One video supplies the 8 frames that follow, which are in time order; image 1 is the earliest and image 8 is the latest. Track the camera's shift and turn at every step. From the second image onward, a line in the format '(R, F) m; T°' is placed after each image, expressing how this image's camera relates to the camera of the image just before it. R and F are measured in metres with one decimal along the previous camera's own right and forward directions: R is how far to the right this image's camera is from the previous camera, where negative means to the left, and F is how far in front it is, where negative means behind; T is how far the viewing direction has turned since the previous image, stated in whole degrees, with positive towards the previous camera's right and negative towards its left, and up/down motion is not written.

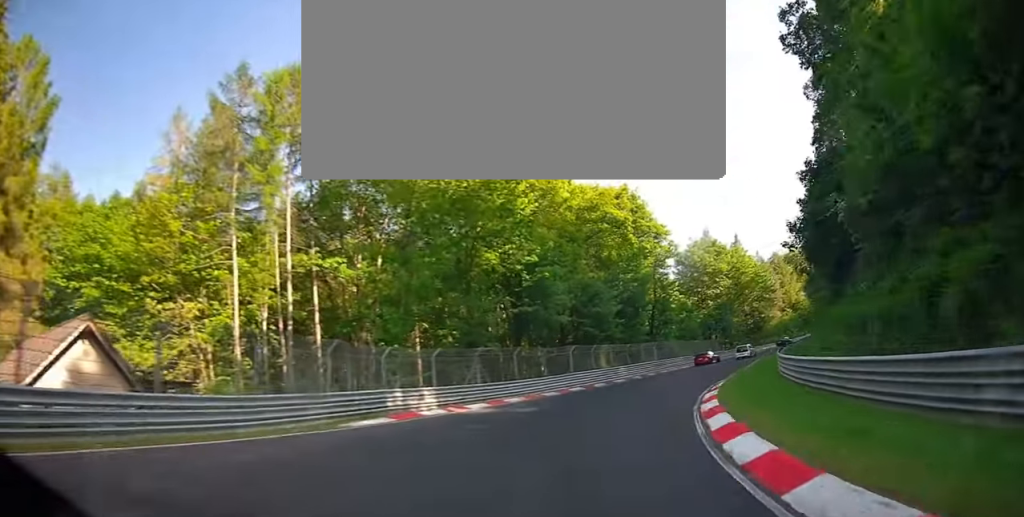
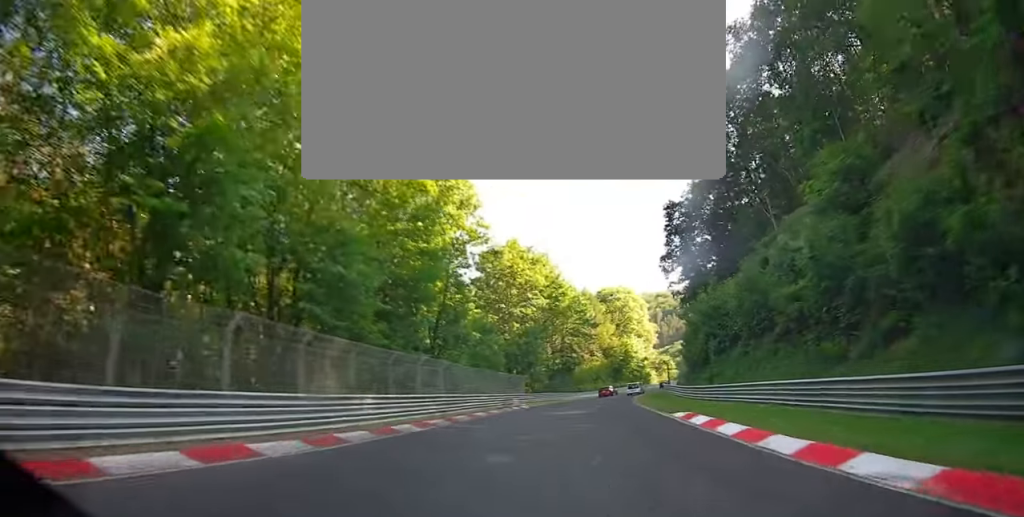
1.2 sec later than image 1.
(+5.5, +25.6) m; +22°
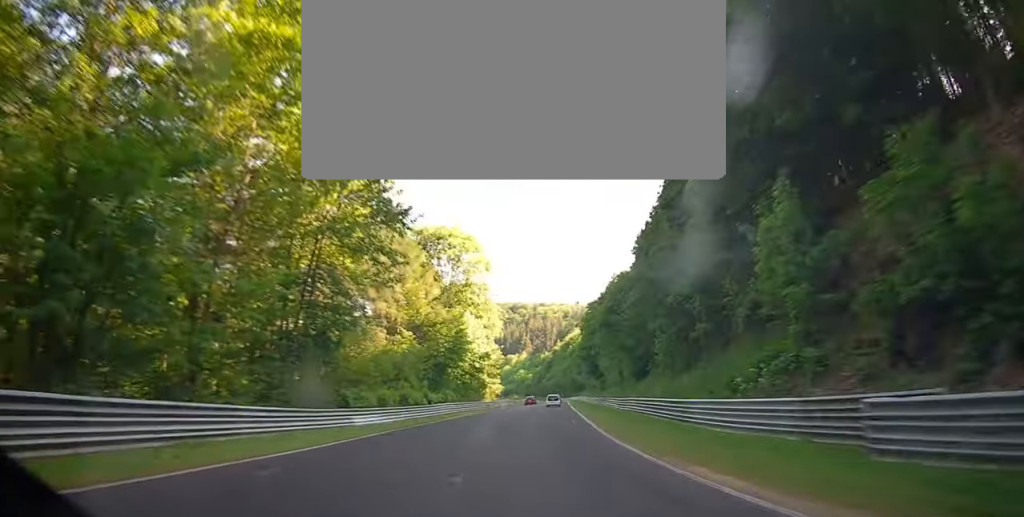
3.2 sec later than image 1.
(+11.5, +48.9) m; +21°
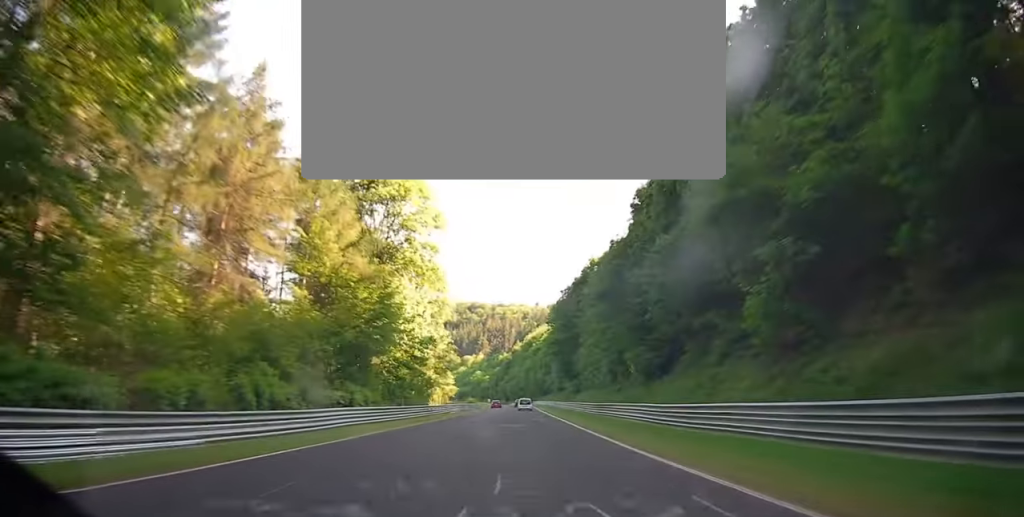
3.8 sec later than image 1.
(+0.9, +20.8) m; +3°
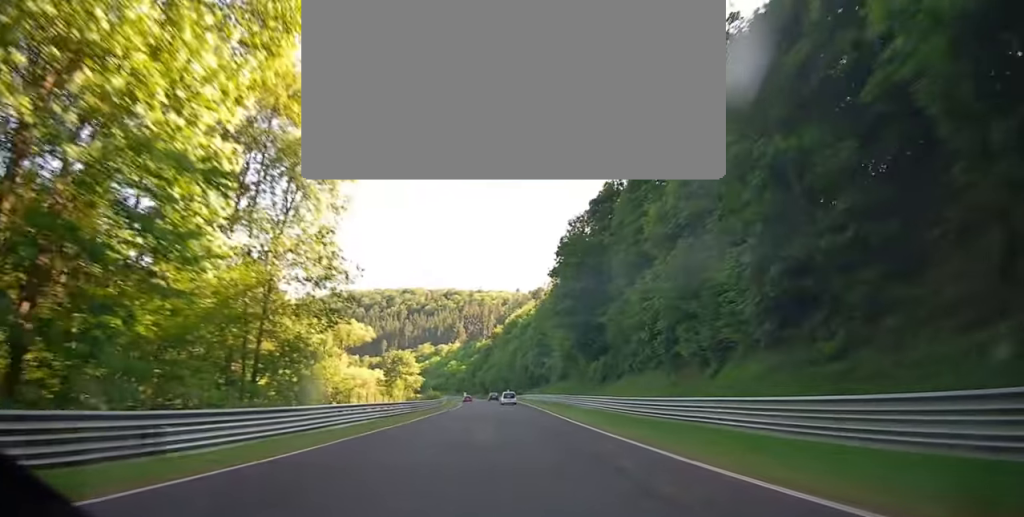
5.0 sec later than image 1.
(+1.3, +40.6) m; +2°
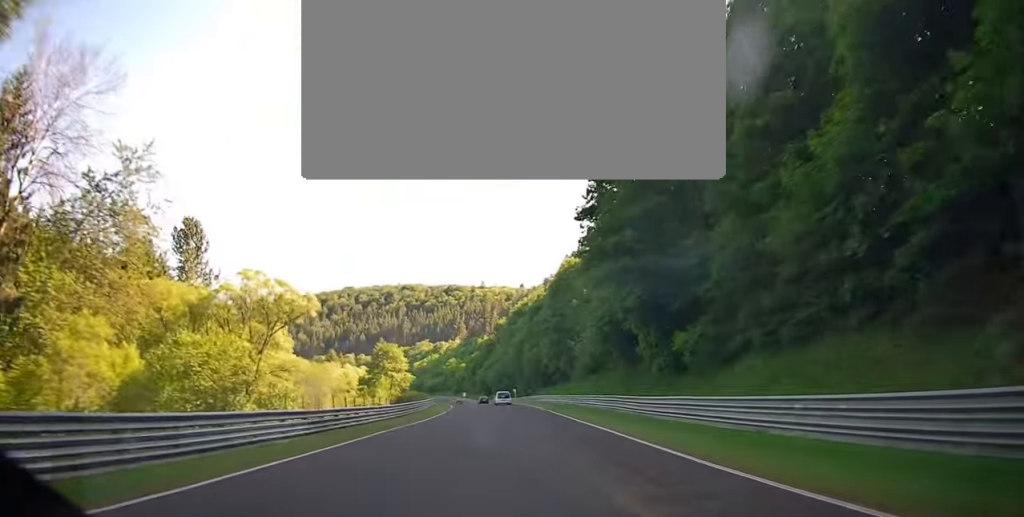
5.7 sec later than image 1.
(+0.1, +25.1) m; 0°
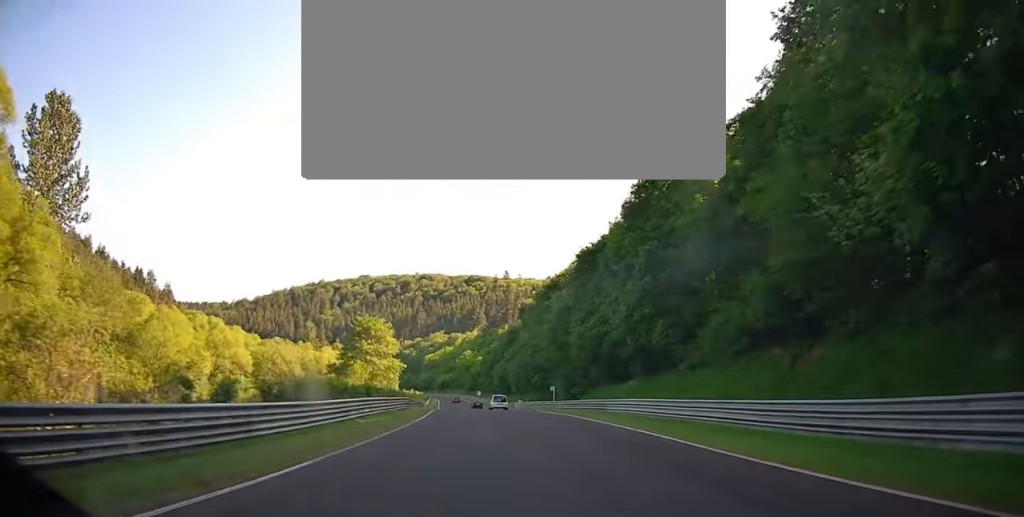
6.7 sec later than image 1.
(-0.6, +40.5) m; -2°
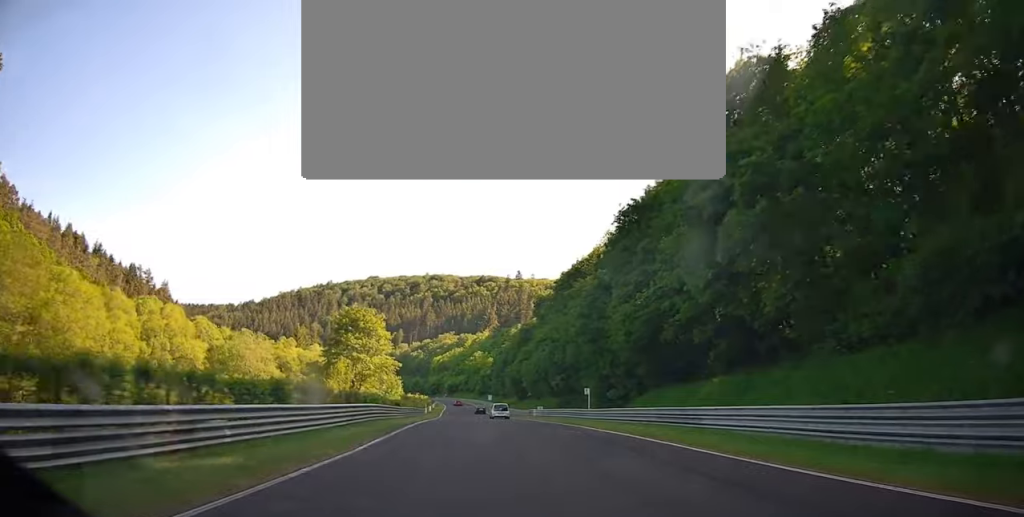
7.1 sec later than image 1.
(-0.1, +16.3) m; -1°
